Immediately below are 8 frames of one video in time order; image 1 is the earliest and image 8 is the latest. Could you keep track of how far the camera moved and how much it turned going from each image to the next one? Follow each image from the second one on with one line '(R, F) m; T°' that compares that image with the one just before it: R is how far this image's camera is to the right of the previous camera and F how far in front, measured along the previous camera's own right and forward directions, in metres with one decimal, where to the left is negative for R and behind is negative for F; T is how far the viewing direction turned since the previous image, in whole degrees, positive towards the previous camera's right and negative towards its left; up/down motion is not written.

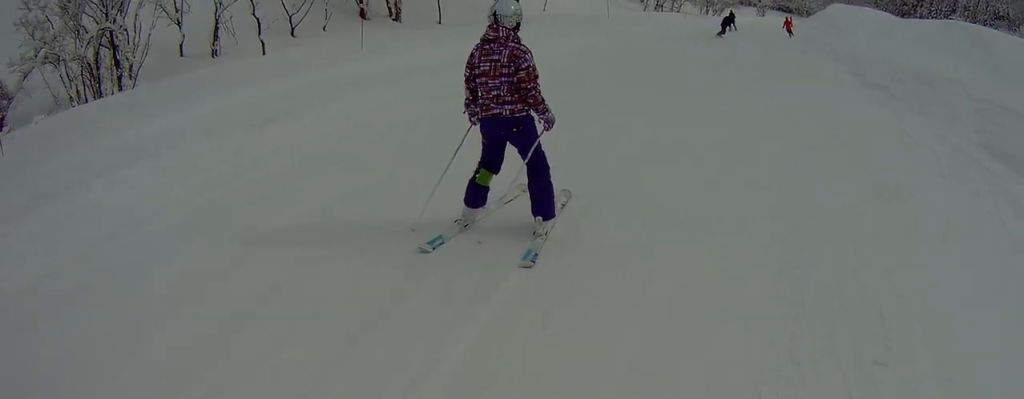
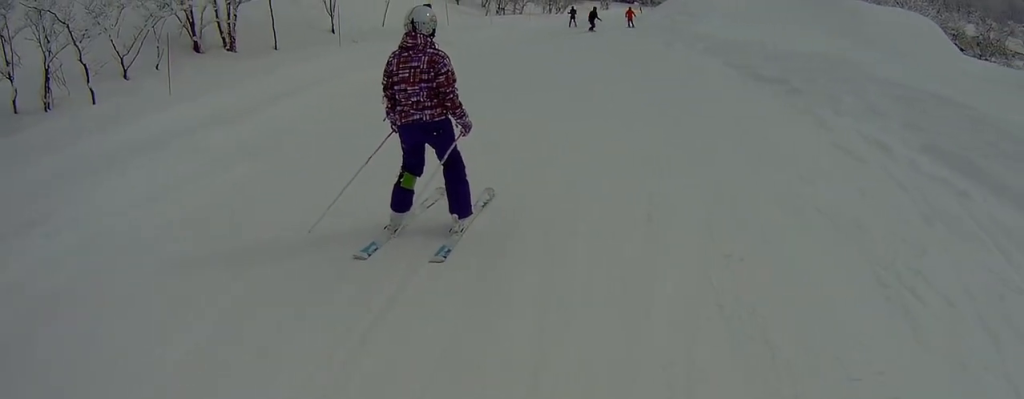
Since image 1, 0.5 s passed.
(-0.3, +2.8) m; +6°
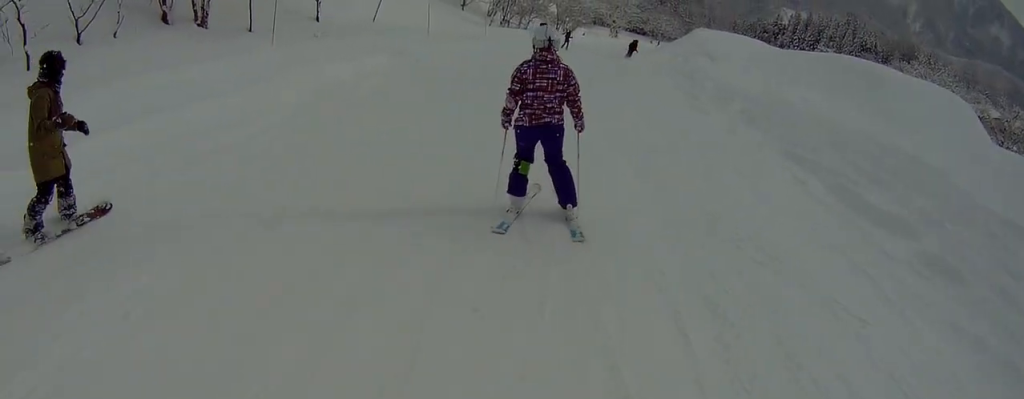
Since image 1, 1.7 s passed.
(+1.0, +6.7) m; -2°
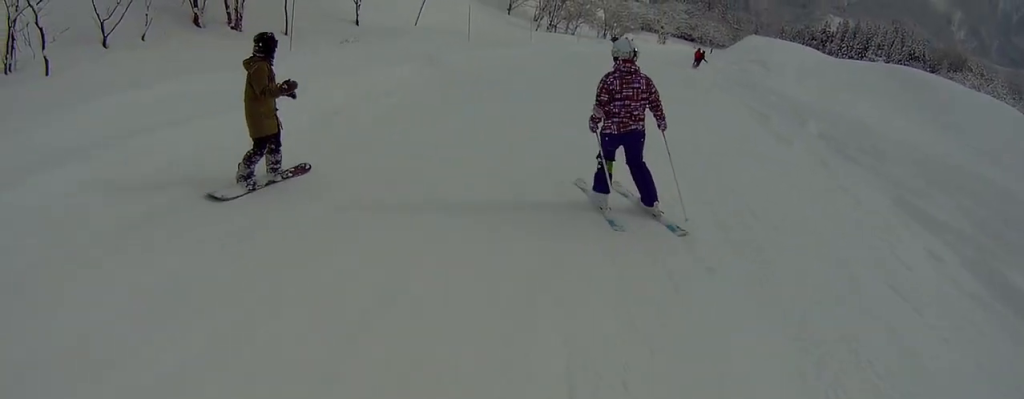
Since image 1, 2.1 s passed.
(-0.7, +2.7) m; 0°
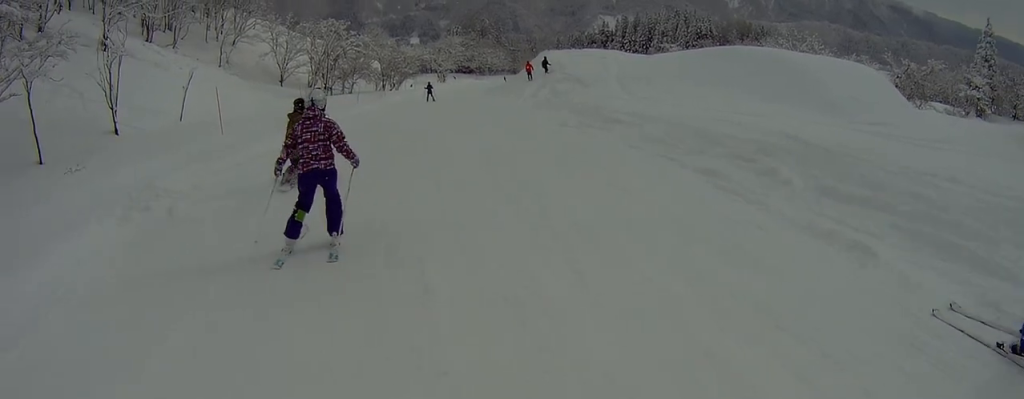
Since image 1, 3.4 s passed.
(+0.9, +7.8) m; +15°
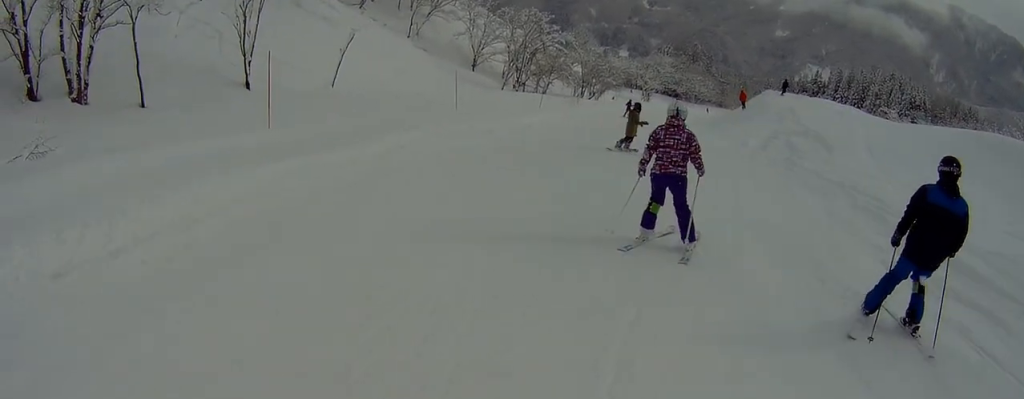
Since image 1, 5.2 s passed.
(+0.6, +11.3) m; +6°
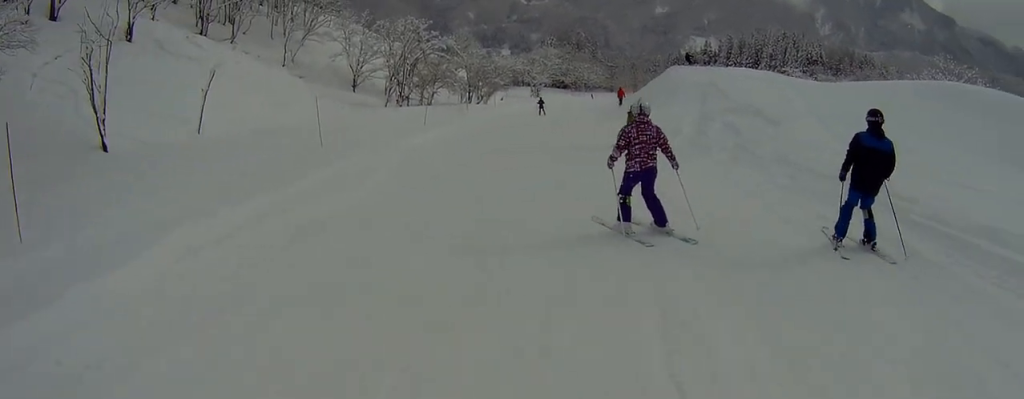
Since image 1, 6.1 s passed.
(+0.2, +6.2) m; +1°
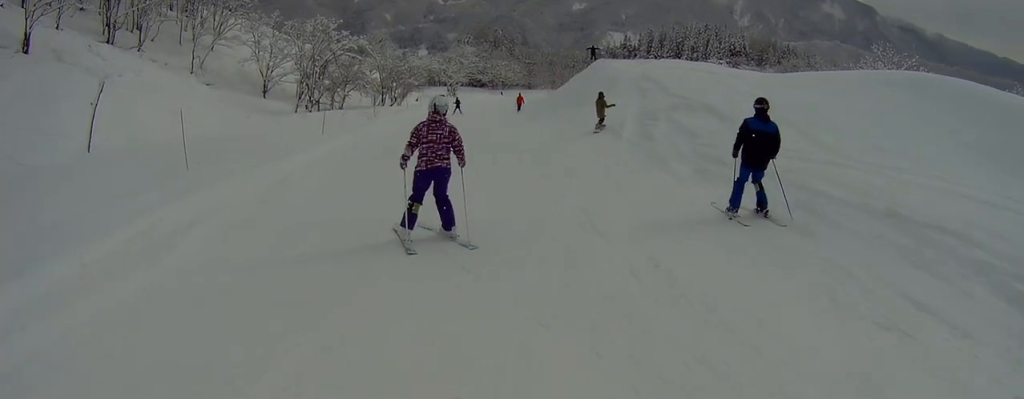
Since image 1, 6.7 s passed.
(+0.1, +4.6) m; -1°
